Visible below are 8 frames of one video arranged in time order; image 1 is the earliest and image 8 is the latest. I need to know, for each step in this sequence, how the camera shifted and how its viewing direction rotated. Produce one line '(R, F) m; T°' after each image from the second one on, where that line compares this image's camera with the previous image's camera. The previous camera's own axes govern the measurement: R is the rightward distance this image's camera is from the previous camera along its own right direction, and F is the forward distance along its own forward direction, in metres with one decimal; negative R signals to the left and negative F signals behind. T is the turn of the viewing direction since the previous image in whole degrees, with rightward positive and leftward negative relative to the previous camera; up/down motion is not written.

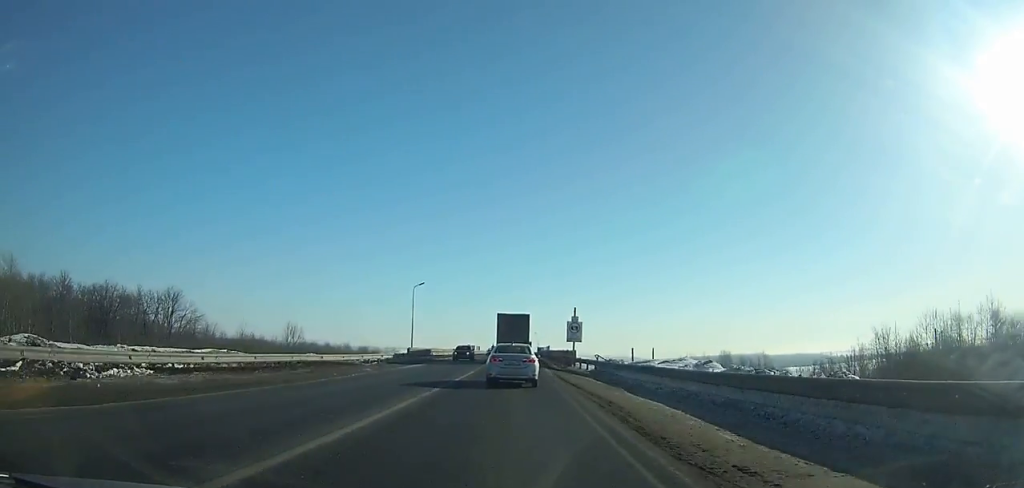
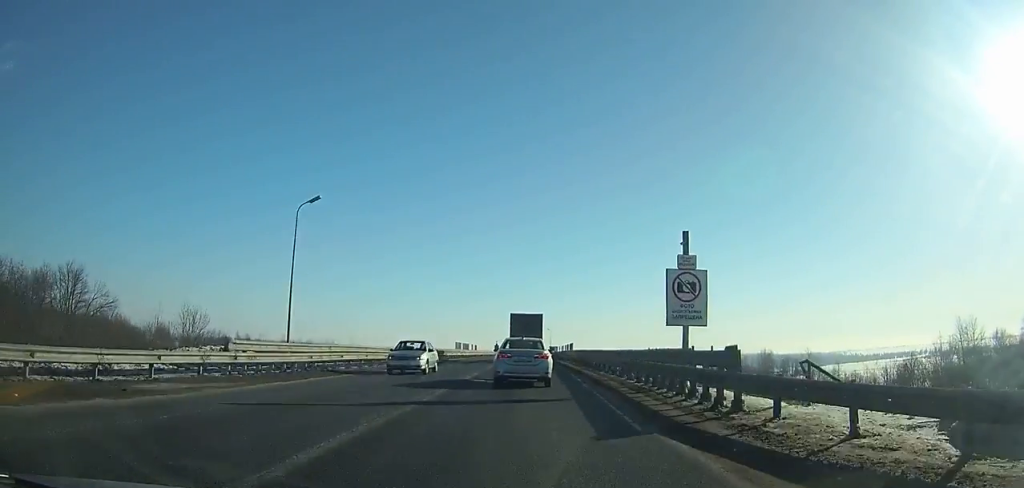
(-0.2, +30.1) m; 0°
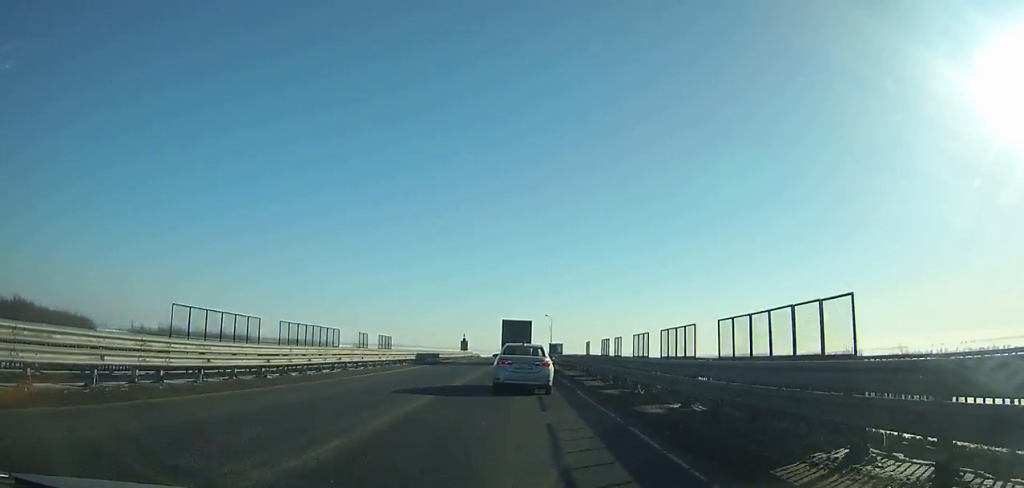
(+0.6, +61.0) m; 0°
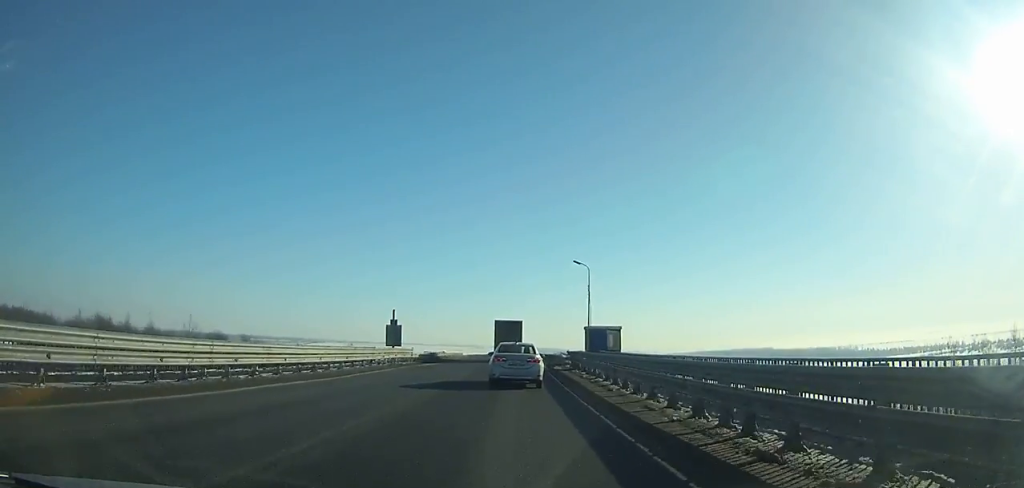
(-0.3, +55.6) m; -1°
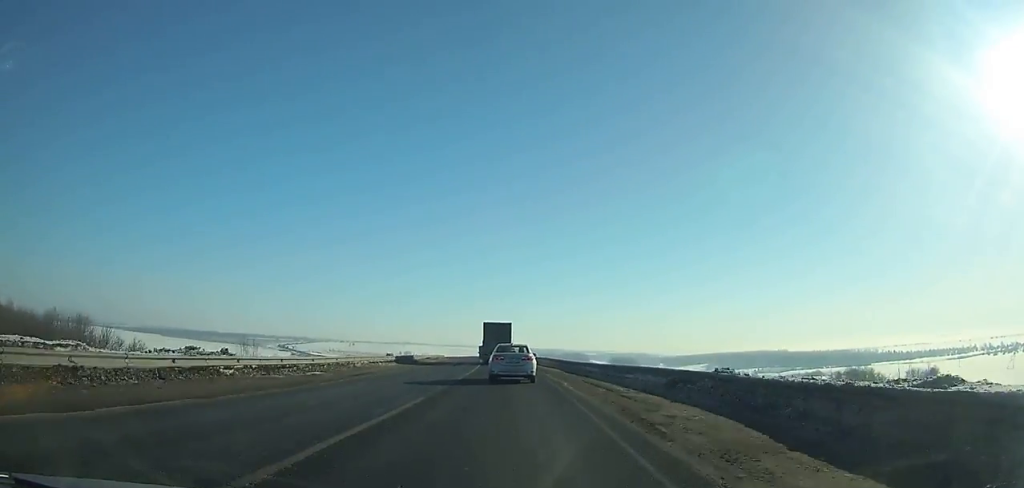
(-0.4, +60.0) m; -2°
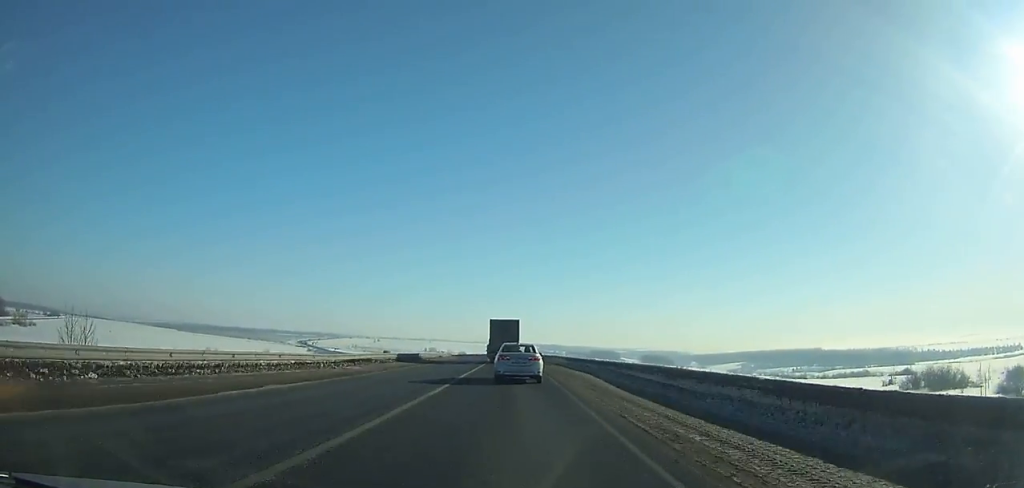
(-1.0, +43.0) m; -2°
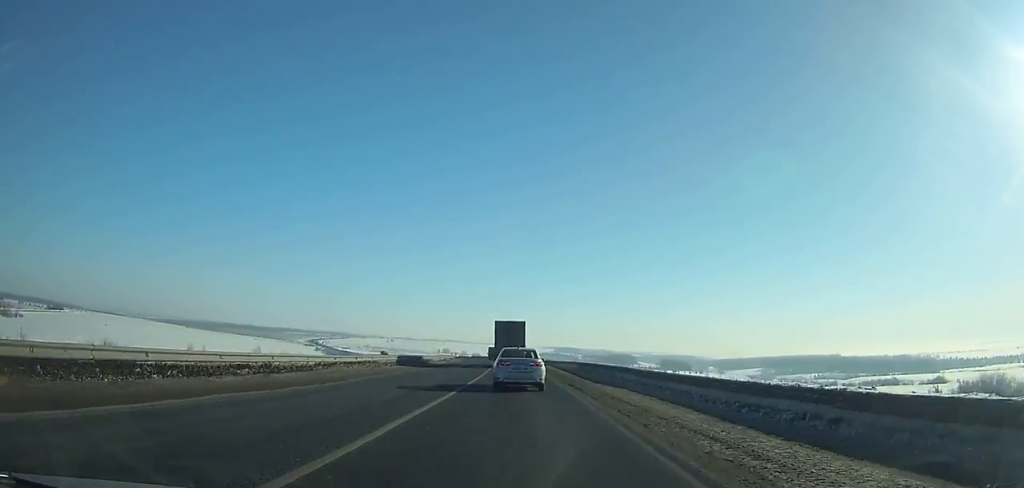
(-0.3, +25.2) m; -1°
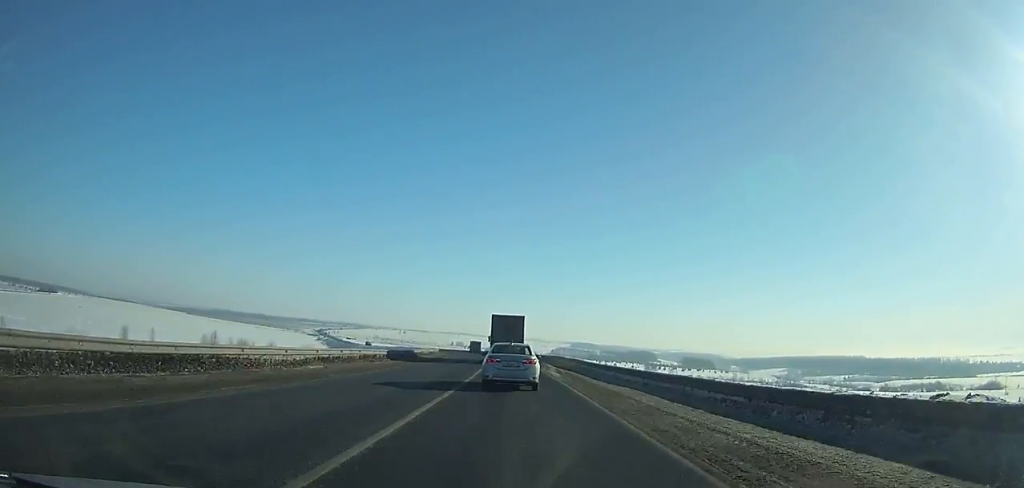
(-0.8, +49.5) m; -2°
